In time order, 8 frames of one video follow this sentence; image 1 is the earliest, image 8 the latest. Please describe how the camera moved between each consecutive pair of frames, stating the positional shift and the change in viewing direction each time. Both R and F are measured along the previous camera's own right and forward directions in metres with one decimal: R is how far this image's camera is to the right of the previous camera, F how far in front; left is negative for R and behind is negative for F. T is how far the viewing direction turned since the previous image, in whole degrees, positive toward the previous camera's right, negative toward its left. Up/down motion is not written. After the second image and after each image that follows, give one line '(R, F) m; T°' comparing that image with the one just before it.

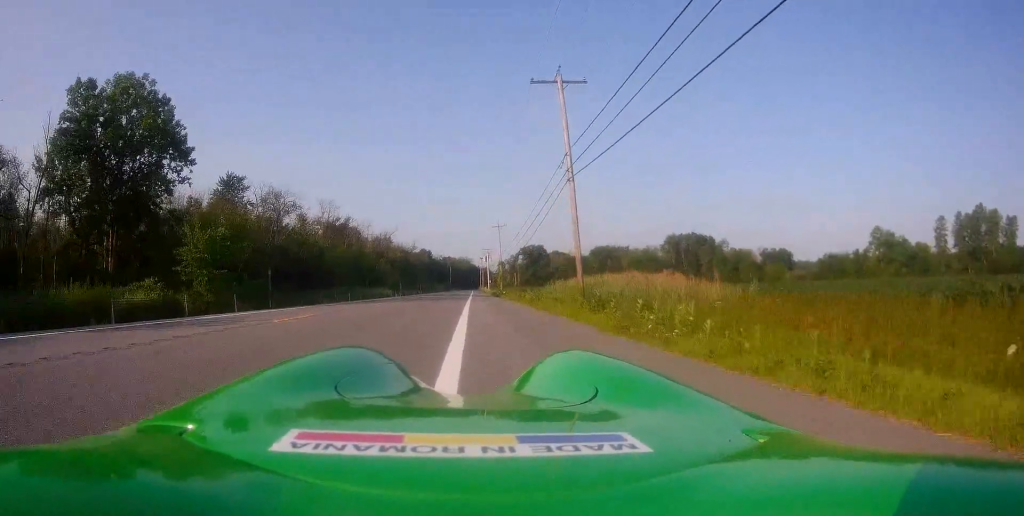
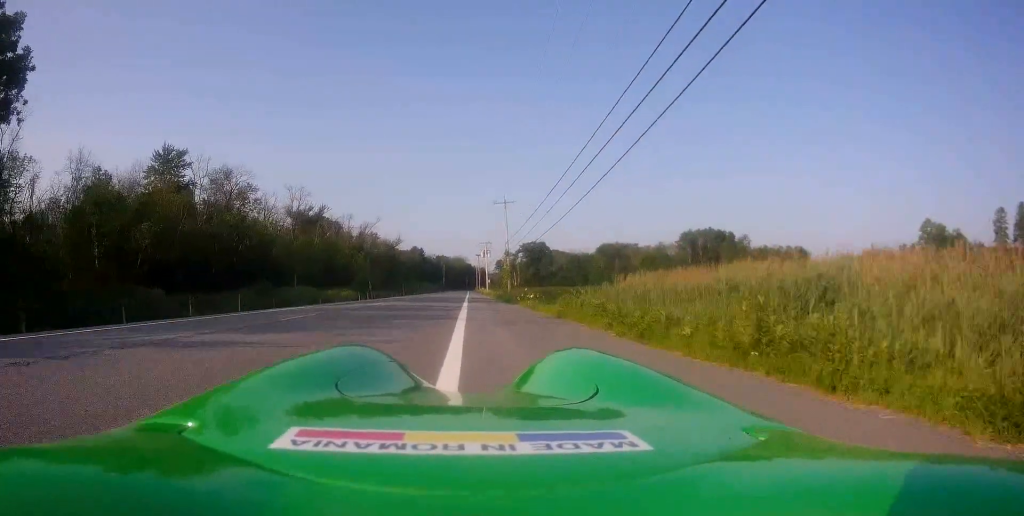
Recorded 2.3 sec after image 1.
(+0.6, +23.2) m; +2°
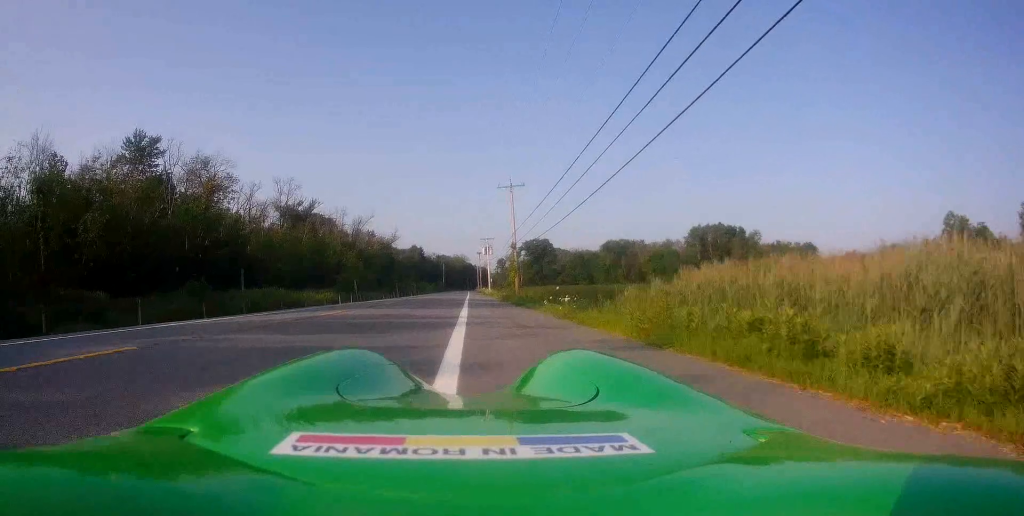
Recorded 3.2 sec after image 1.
(+0.1, +8.7) m; 0°
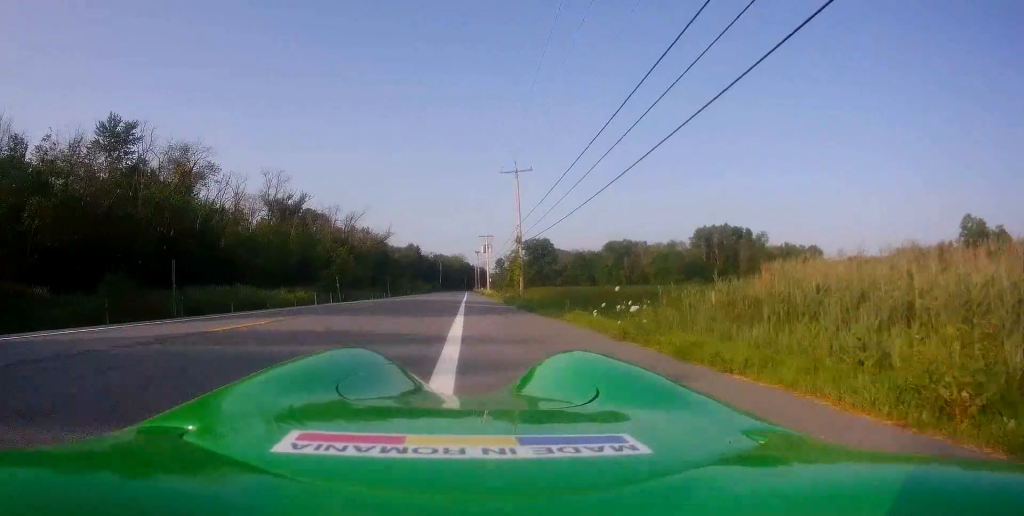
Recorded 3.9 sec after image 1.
(0.0, +6.7) m; -2°
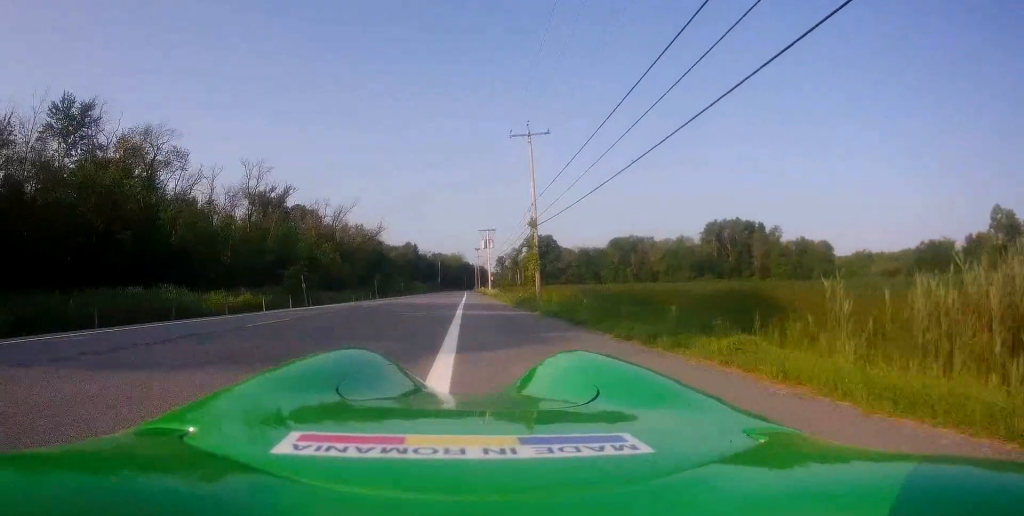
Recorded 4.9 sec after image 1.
(-0.3, +10.5) m; -2°
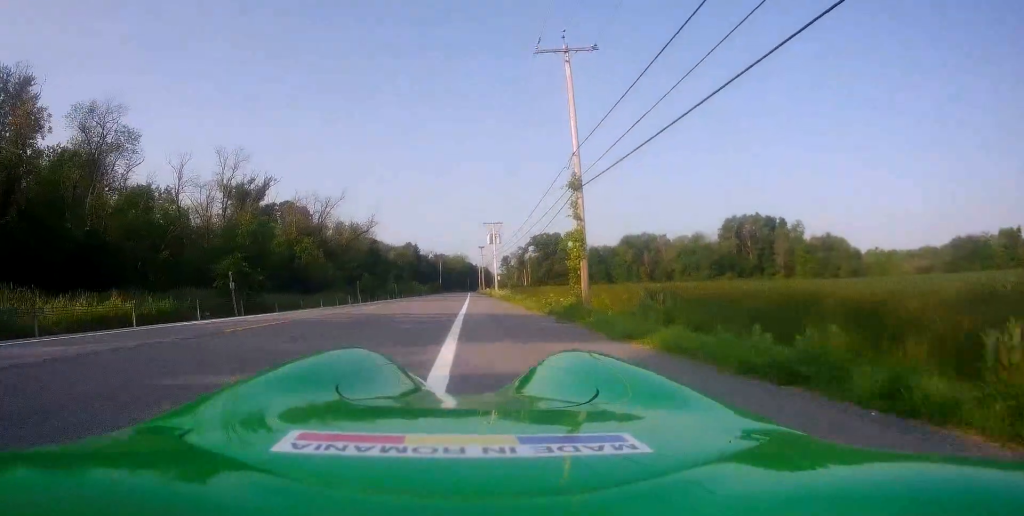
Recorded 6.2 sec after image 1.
(+0.2, +12.7) m; +3°
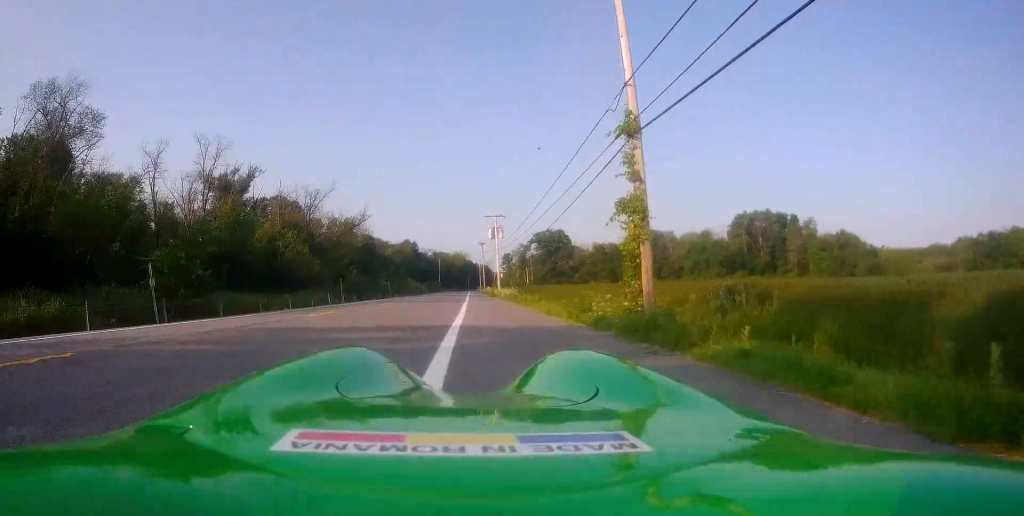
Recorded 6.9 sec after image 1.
(+0.1, +7.6) m; +1°
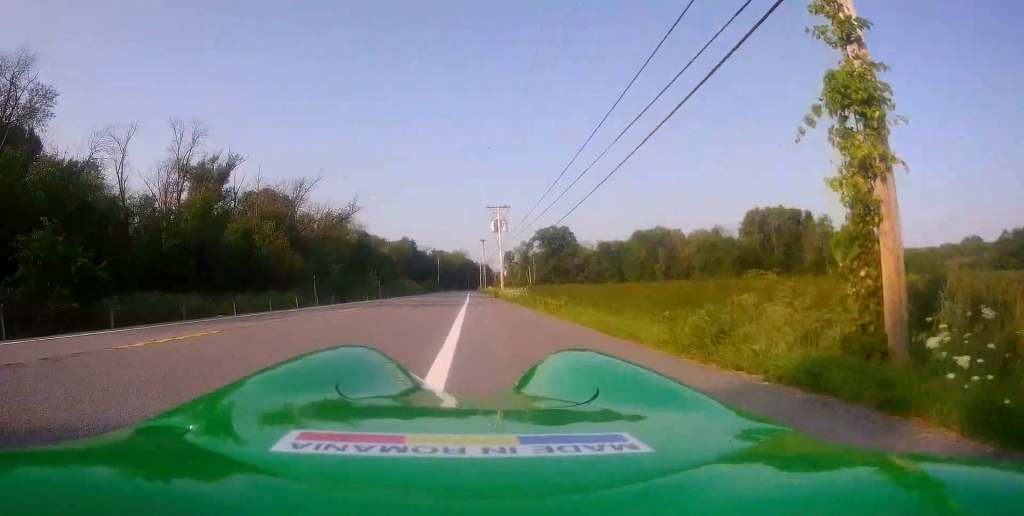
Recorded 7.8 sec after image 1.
(0.0, +8.4) m; -1°
